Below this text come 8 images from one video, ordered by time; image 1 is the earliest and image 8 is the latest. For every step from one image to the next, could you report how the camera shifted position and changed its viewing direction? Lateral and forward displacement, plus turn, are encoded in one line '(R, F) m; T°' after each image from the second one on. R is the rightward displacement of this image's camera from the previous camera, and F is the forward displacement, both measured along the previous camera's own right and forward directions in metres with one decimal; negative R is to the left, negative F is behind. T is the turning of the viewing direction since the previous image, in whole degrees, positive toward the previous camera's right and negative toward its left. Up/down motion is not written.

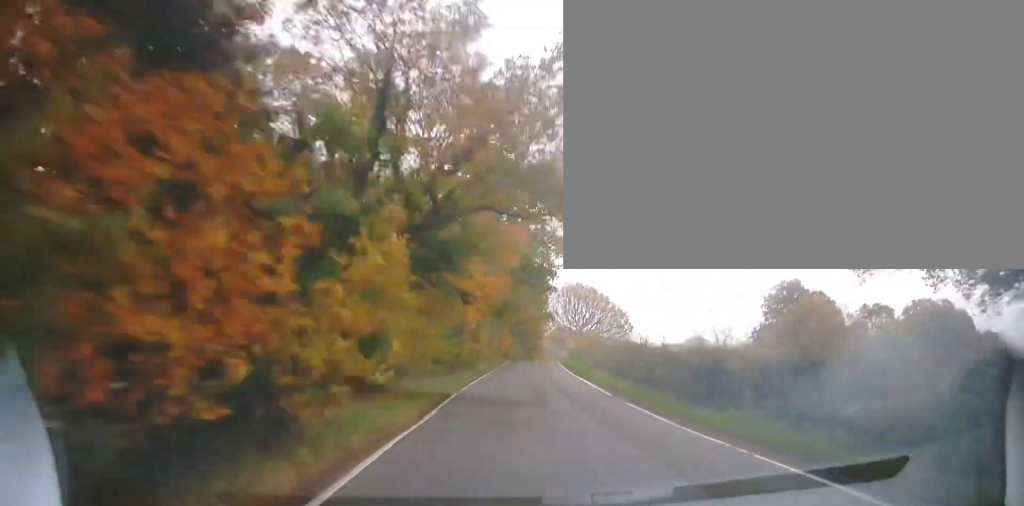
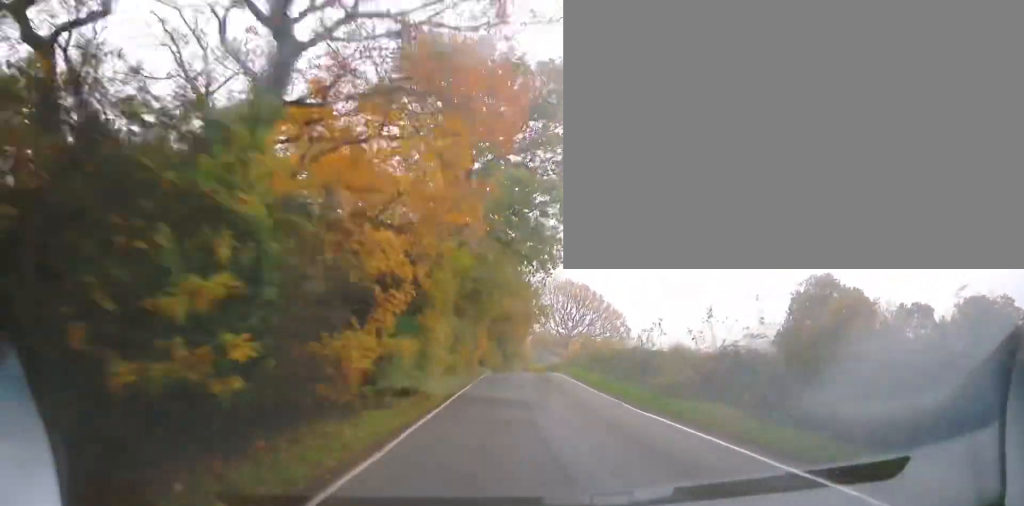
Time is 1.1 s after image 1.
(+0.4, +16.7) m; +3°
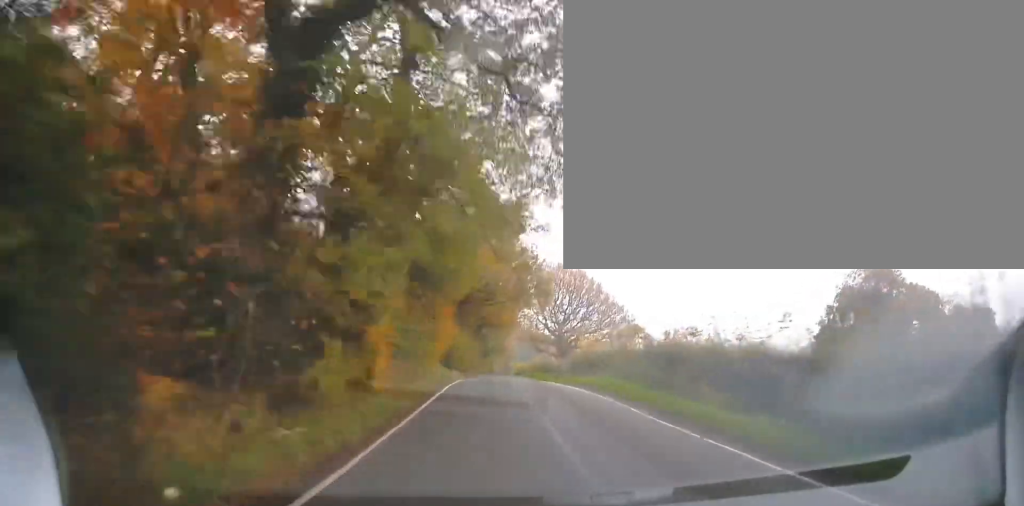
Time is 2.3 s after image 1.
(+0.6, +18.8) m; +1°
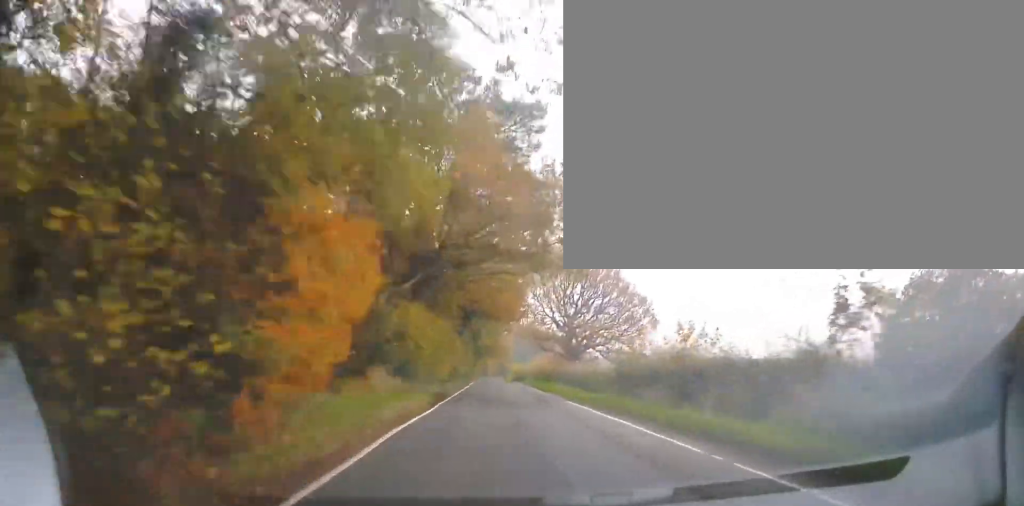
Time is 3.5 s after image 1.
(-0.2, +17.1) m; 0°
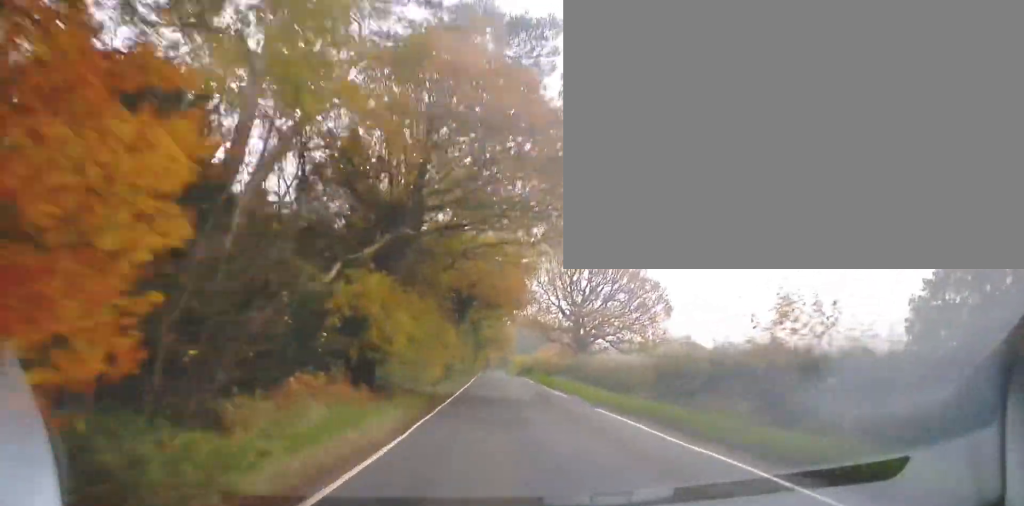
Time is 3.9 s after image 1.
(+0.1, +6.0) m; 0°
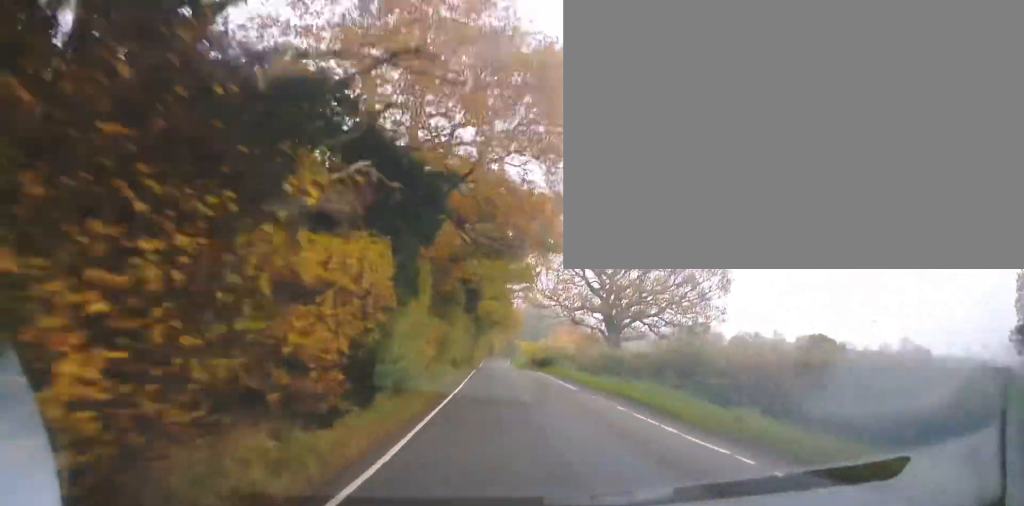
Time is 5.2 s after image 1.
(0.0, +17.8) m; 0°
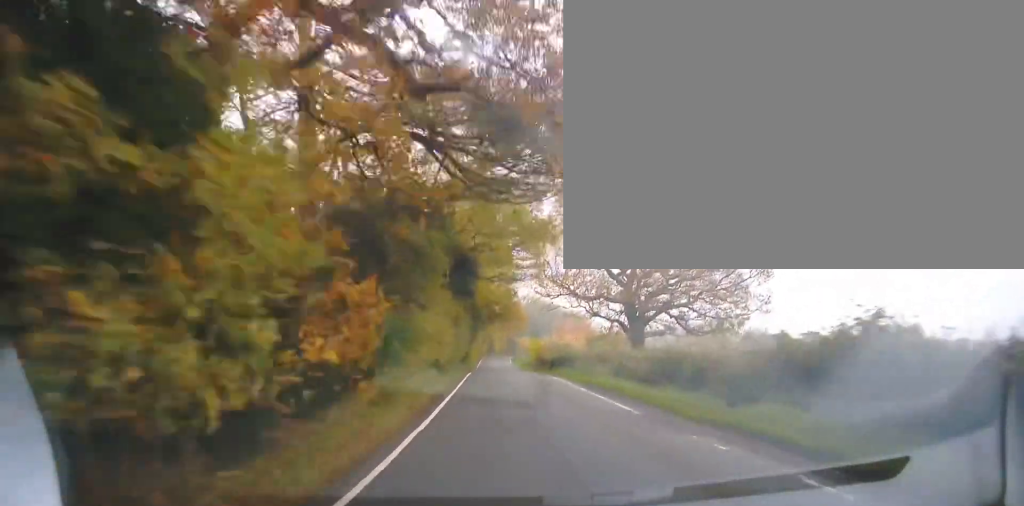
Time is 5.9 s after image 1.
(0.0, +9.2) m; +1°
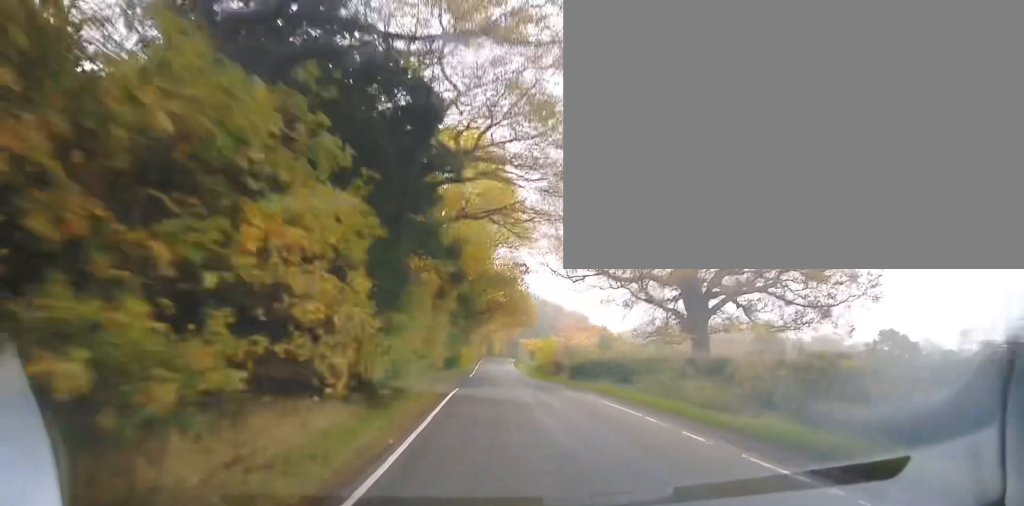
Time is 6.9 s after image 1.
(+0.3, +14.5) m; 0°
